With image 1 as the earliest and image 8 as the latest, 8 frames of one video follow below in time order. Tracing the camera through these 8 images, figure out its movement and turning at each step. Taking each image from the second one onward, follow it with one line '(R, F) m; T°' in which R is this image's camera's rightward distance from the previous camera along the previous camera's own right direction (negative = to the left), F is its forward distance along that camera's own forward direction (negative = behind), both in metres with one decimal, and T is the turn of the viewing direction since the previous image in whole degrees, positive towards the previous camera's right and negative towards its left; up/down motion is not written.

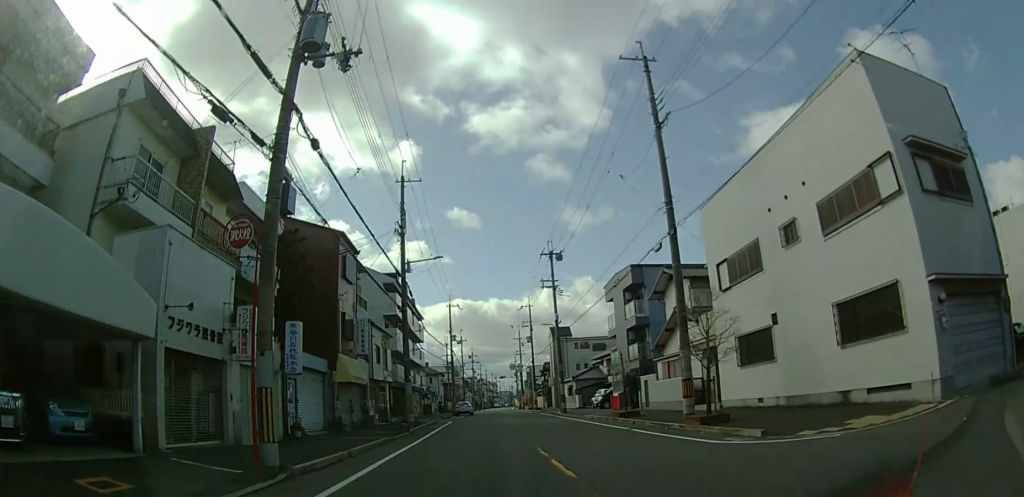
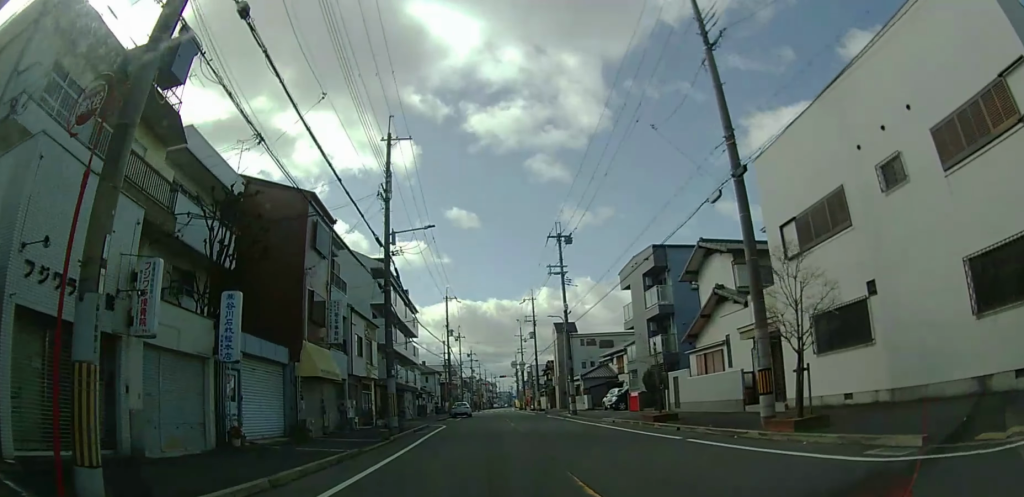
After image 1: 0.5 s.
(0.0, +5.3) m; 0°
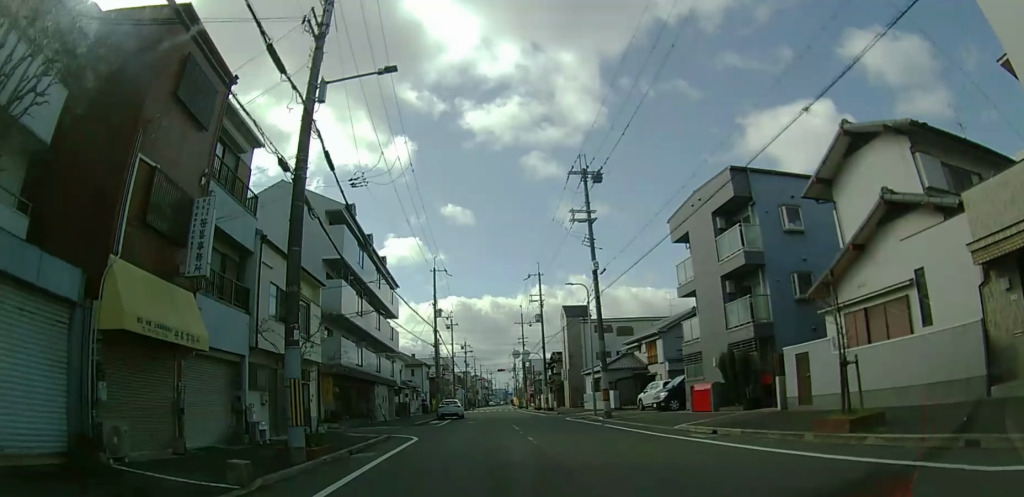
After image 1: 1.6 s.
(+0.1, +11.2) m; +2°
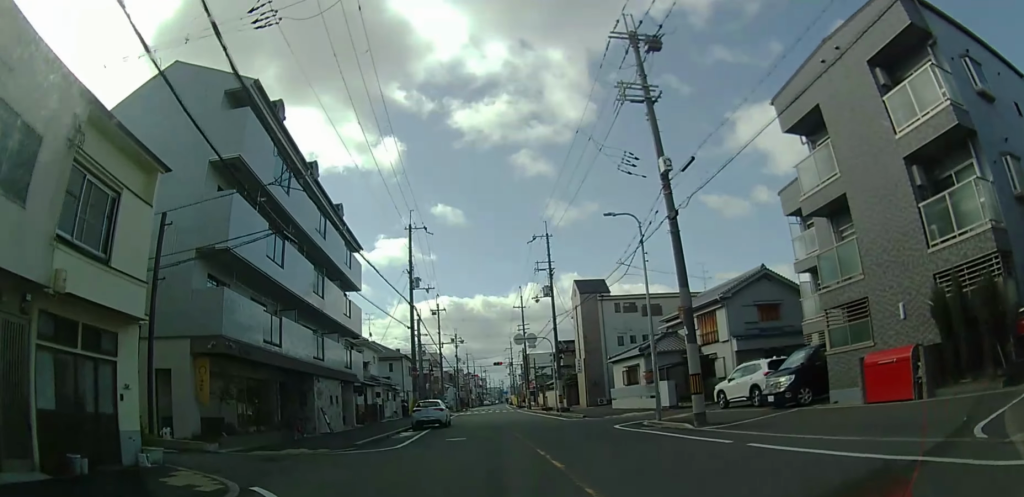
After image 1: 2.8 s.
(+0.2, +12.8) m; 0°
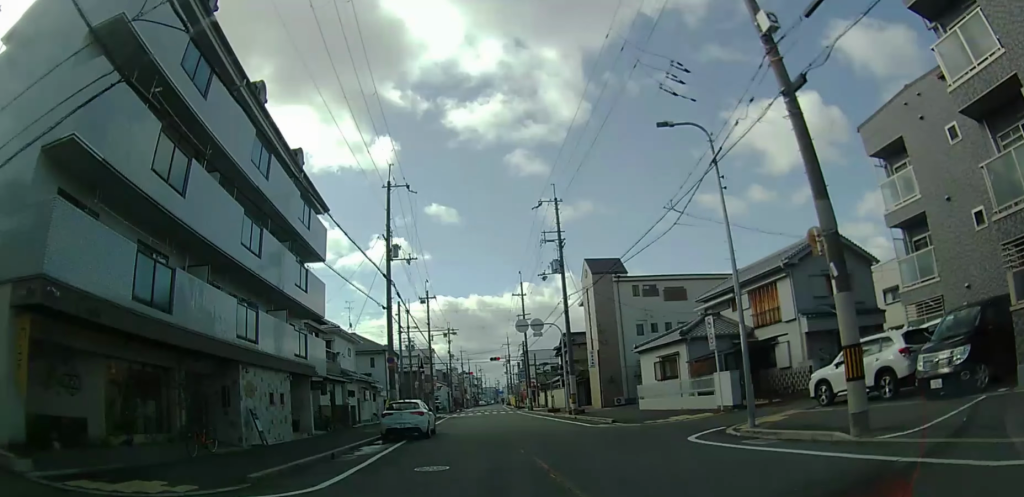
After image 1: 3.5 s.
(-0.1, +7.1) m; 0°
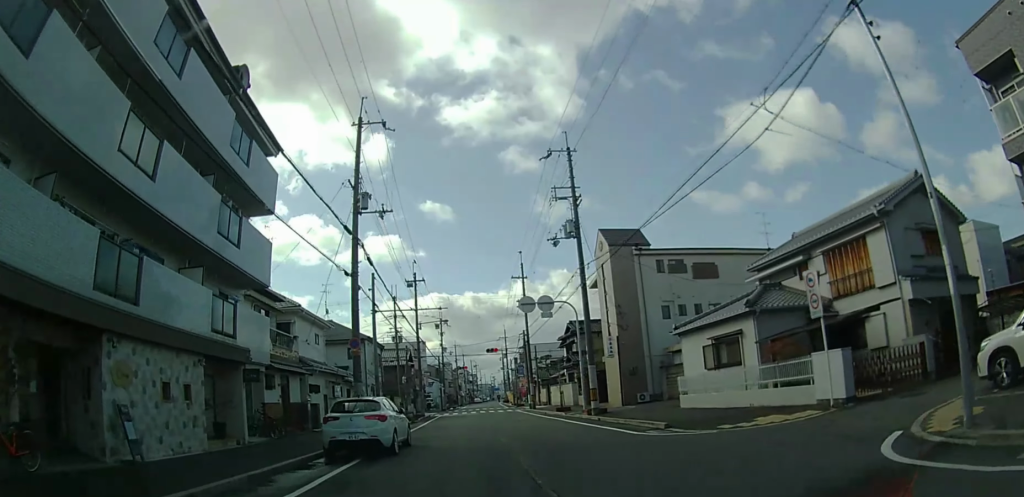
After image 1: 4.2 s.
(+0.1, +6.5) m; +1°
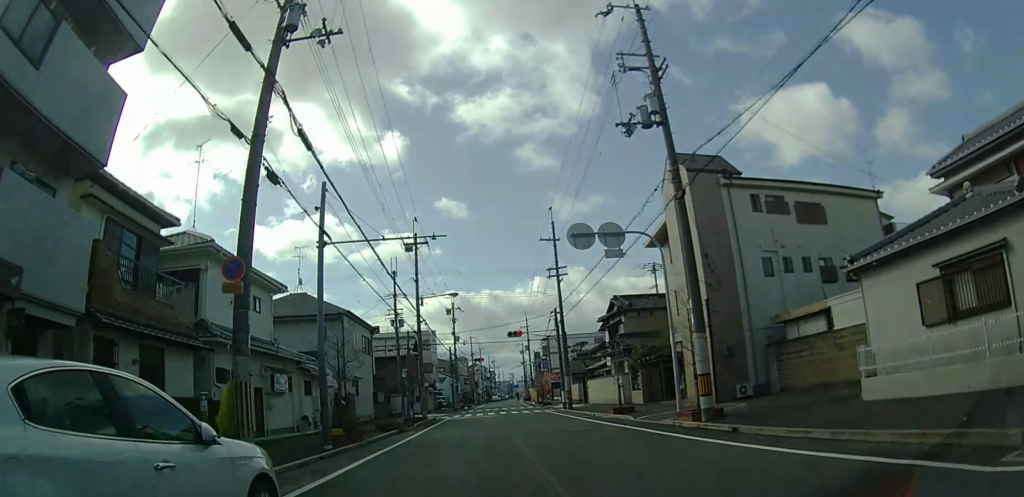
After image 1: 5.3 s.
(0.0, +11.3) m; -2°
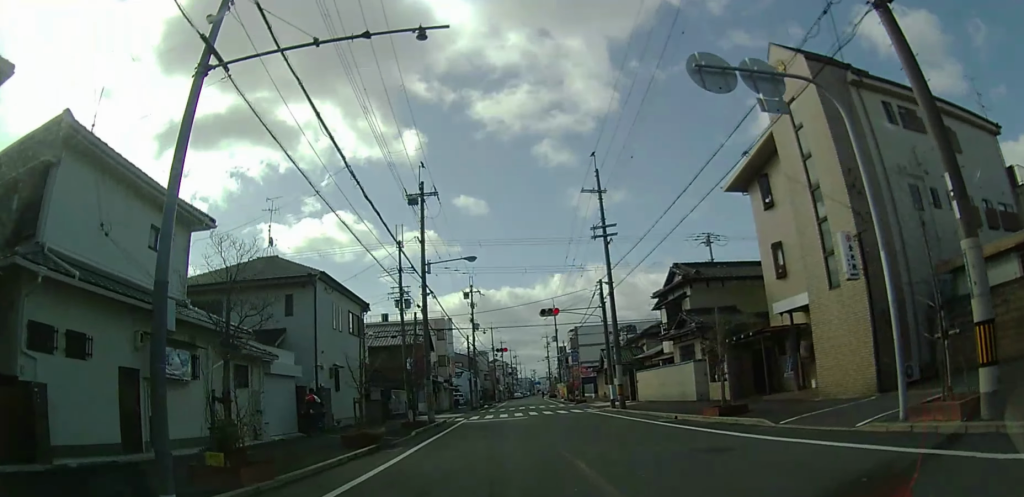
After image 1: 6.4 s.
(-0.4, +9.5) m; -2°
